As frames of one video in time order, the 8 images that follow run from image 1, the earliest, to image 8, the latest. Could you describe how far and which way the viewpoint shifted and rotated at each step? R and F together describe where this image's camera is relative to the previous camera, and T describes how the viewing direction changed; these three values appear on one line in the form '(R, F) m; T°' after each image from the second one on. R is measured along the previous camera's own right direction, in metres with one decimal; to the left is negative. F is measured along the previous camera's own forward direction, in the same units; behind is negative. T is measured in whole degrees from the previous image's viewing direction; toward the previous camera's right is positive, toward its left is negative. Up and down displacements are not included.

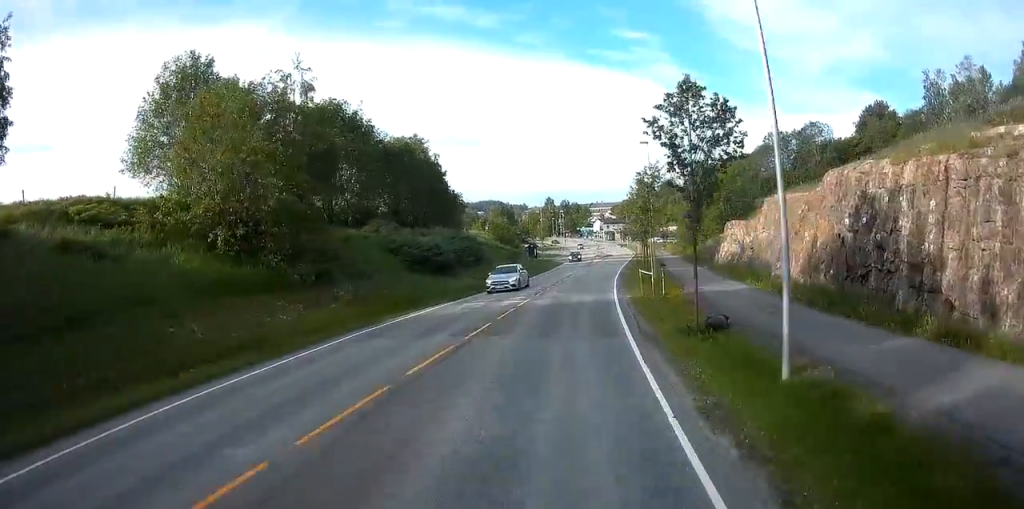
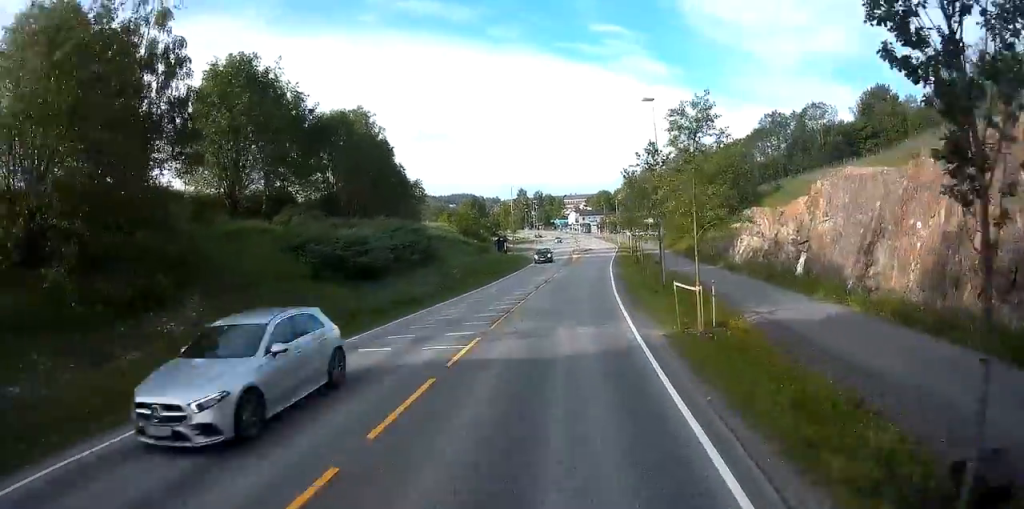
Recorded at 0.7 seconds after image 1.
(+0.1, +11.7) m; +2°
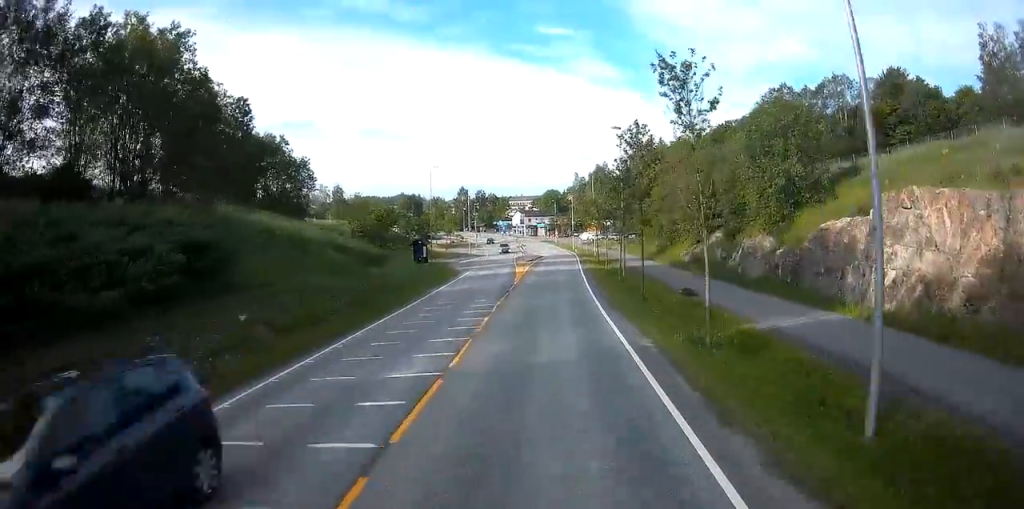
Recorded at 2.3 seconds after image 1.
(+0.9, +24.3) m; +4°
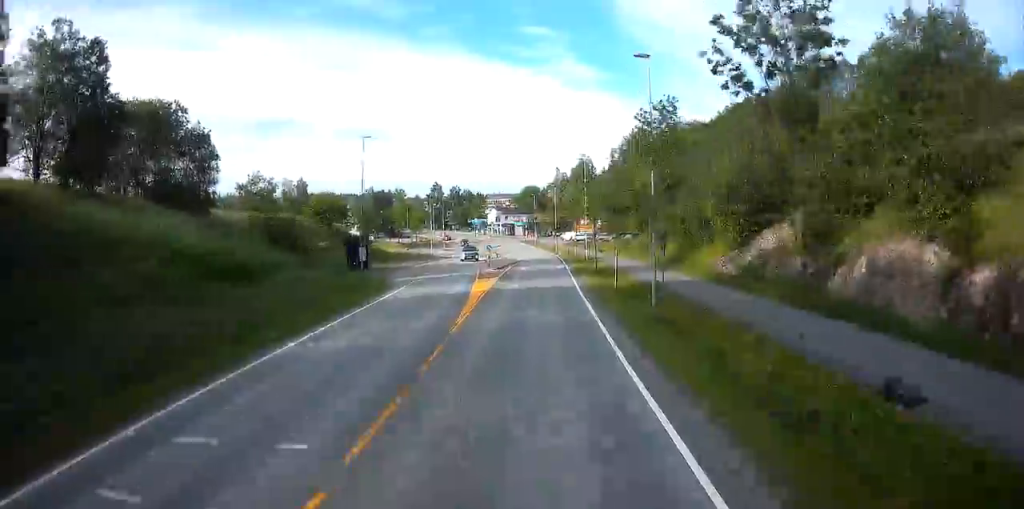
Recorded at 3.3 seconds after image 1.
(+0.4, +16.4) m; +2°
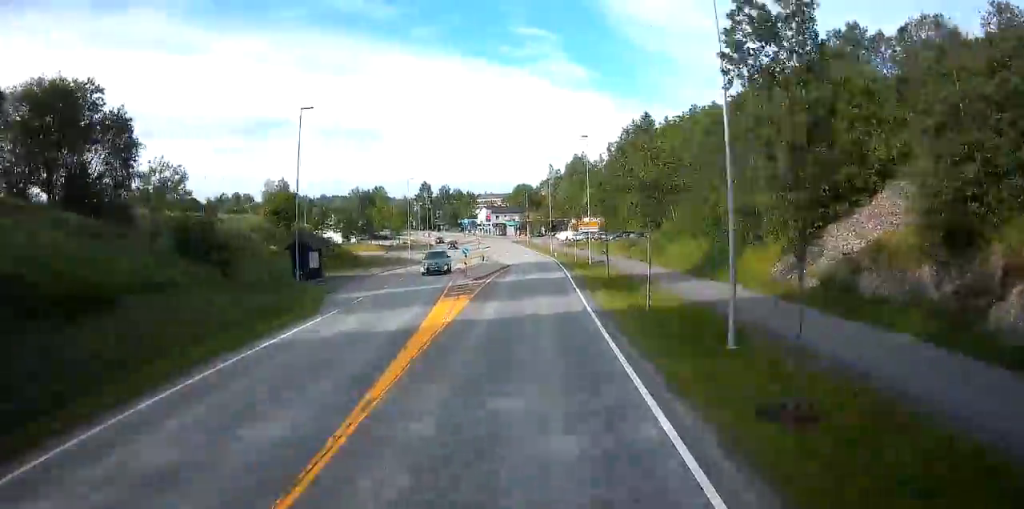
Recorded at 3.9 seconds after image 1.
(+0.1, +10.0) m; +1°
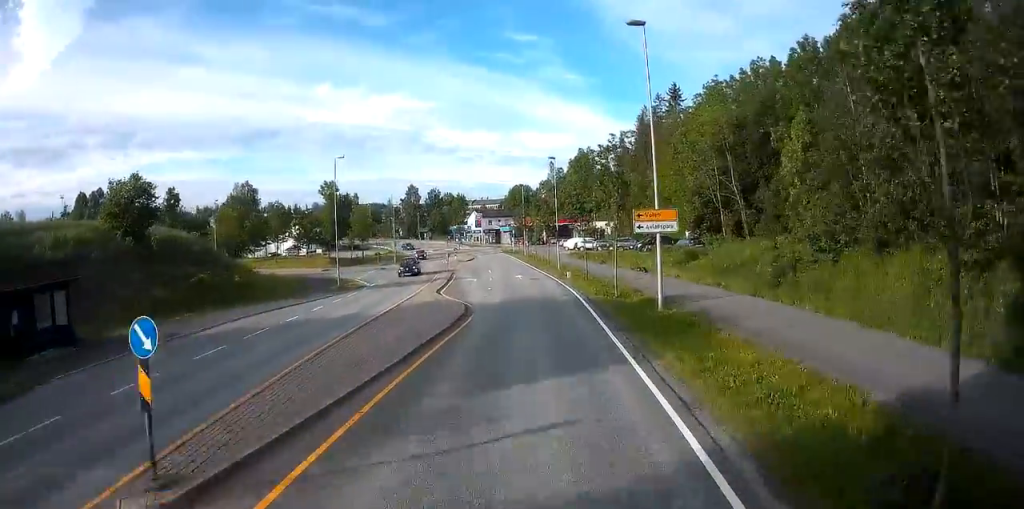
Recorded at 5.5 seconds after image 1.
(+0.2, +25.2) m; 0°
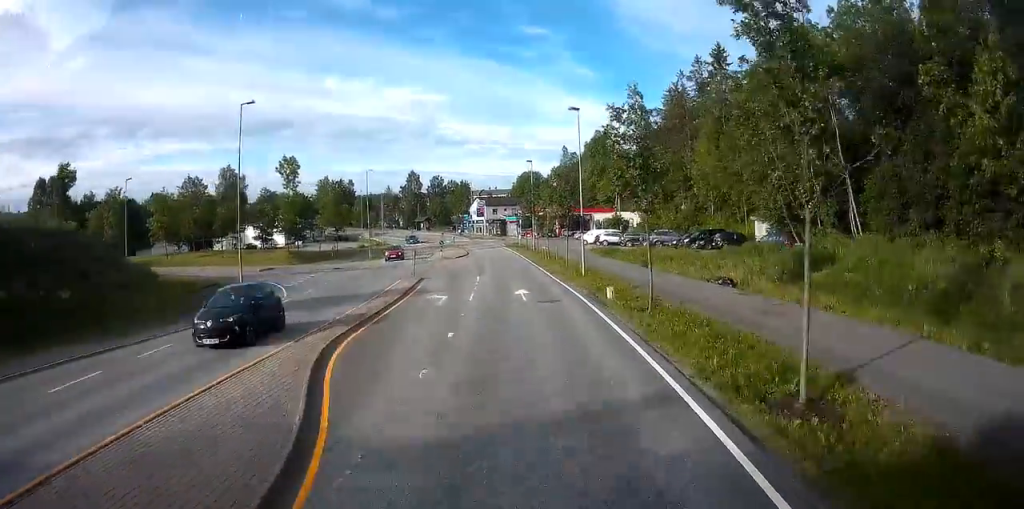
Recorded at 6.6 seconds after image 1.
(-0.2, +16.9) m; -1°
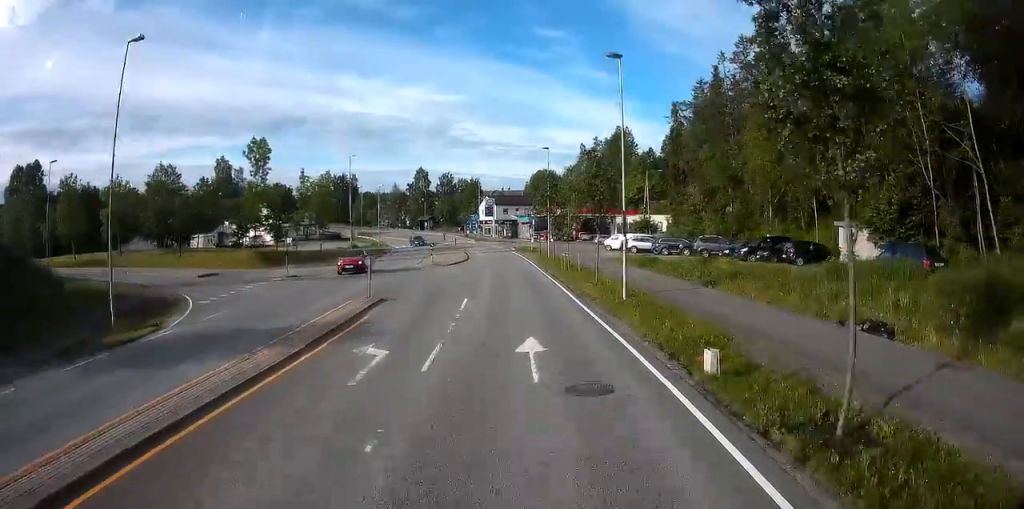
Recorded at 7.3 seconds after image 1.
(0.0, +11.1) m; -1°
